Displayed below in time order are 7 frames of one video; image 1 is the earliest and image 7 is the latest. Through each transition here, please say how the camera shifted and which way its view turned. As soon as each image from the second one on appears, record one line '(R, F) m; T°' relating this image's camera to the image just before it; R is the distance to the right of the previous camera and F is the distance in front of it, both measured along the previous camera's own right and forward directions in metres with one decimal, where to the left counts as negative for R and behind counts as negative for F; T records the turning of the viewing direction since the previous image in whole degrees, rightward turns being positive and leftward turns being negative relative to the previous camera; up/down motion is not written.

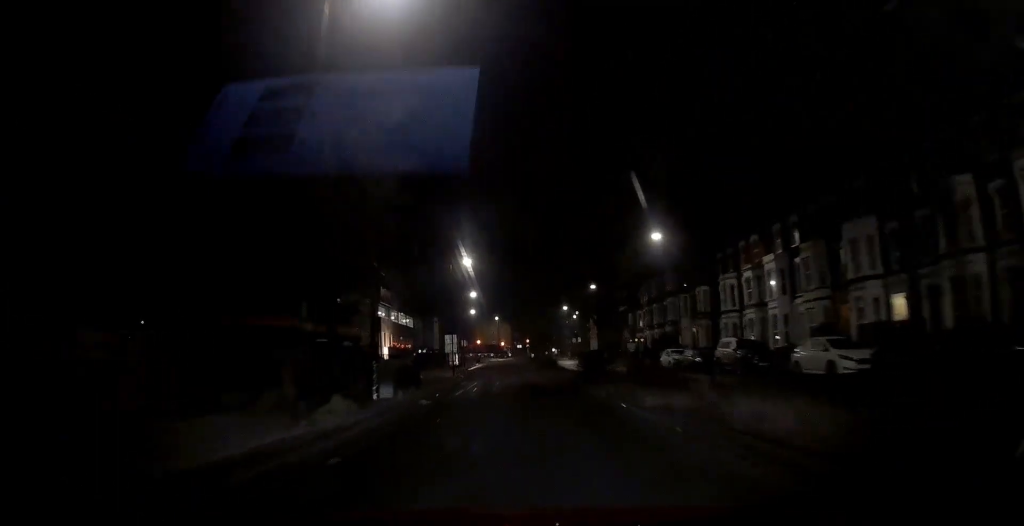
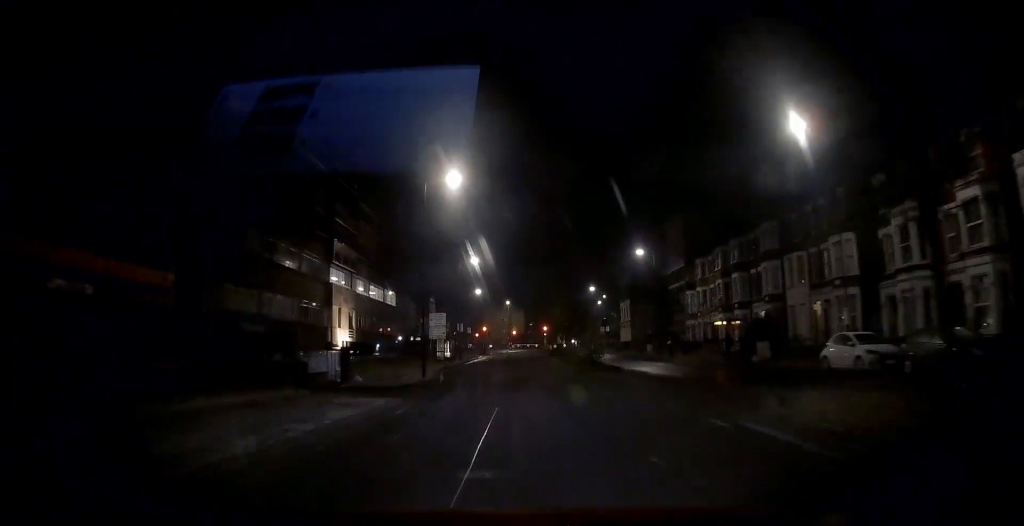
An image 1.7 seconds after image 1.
(-0.3, +23.5) m; -1°
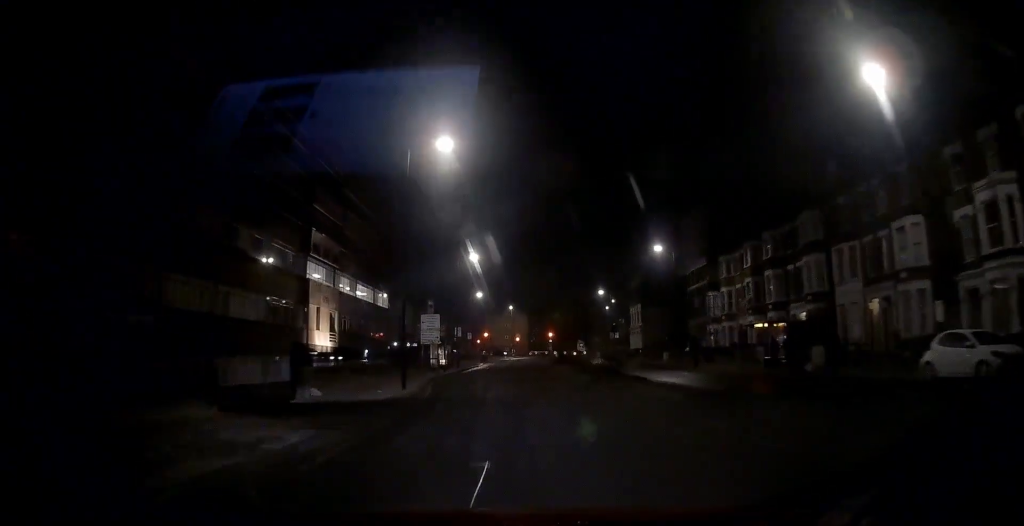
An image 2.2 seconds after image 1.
(0.0, +6.5) m; 0°
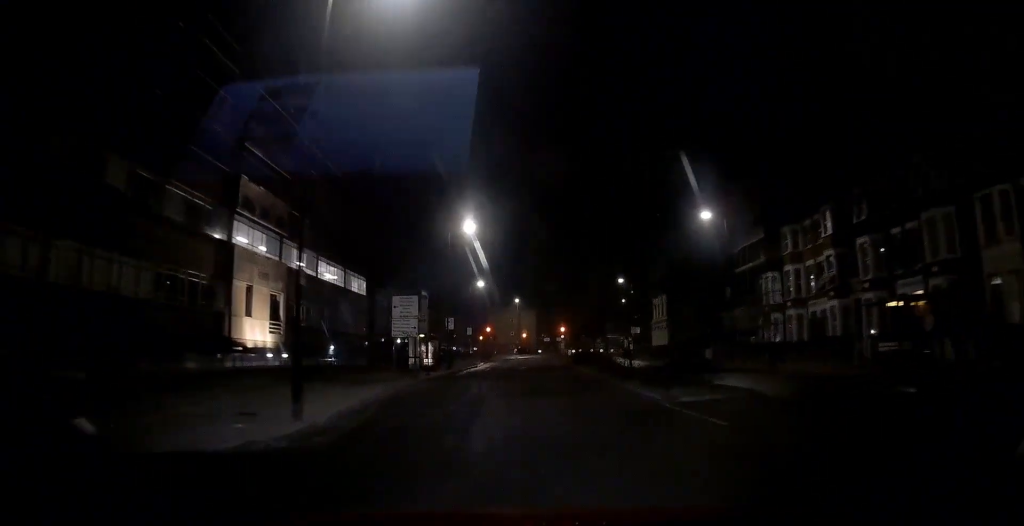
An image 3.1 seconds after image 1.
(0.0, +12.7) m; 0°
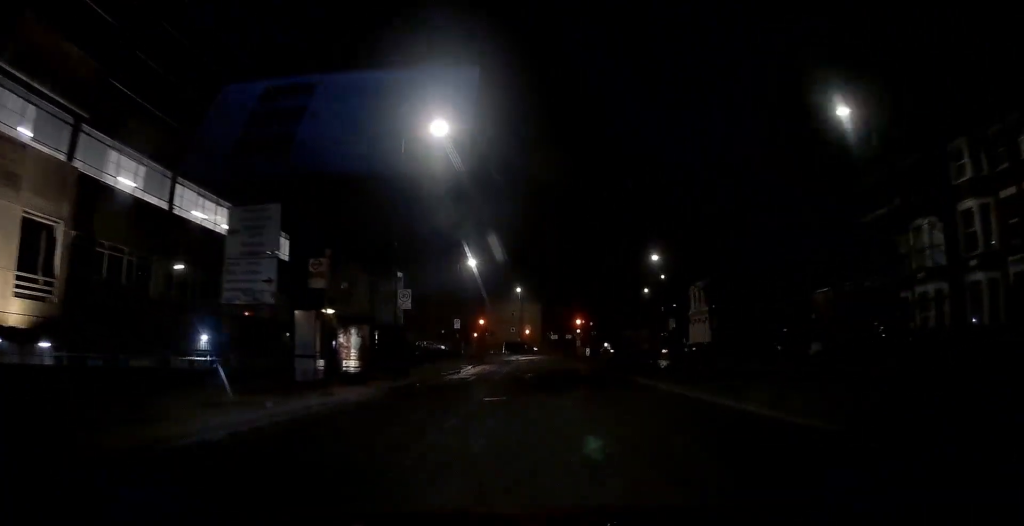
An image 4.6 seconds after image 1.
(-0.2, +20.0) m; -1°
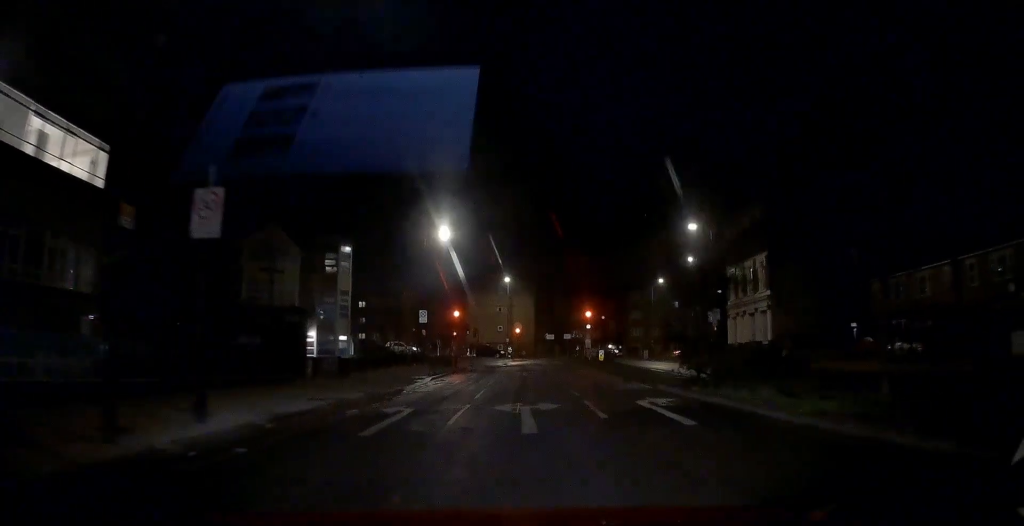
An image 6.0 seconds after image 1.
(0.0, +18.1) m; 0°
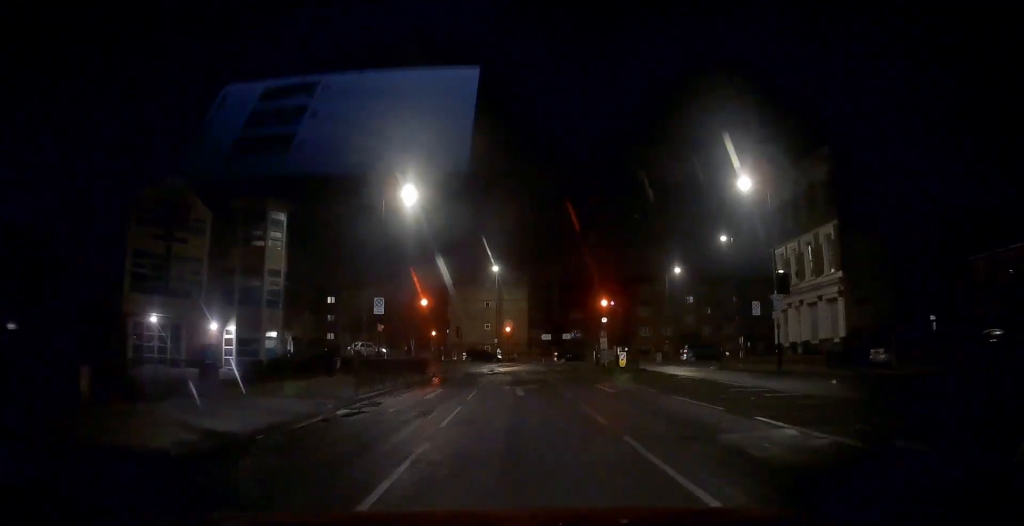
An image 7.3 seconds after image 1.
(0.0, +14.4) m; +1°
